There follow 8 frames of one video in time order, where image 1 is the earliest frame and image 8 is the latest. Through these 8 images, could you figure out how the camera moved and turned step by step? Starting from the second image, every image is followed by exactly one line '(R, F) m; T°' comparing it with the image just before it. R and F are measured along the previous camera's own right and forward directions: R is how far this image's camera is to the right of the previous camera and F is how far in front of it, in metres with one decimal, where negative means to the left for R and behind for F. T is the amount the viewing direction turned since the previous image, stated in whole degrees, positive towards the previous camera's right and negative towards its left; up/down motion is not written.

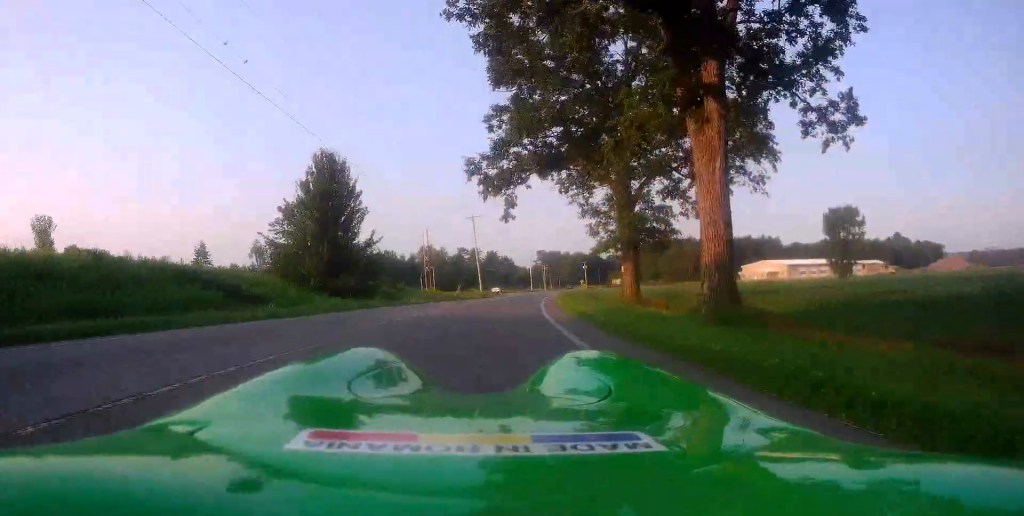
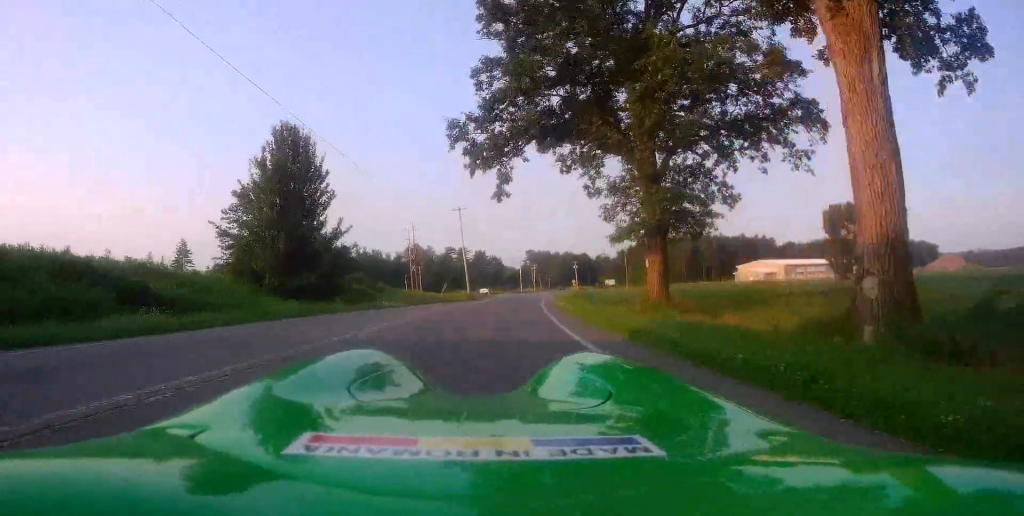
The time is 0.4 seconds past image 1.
(0.0, +6.3) m; +1°
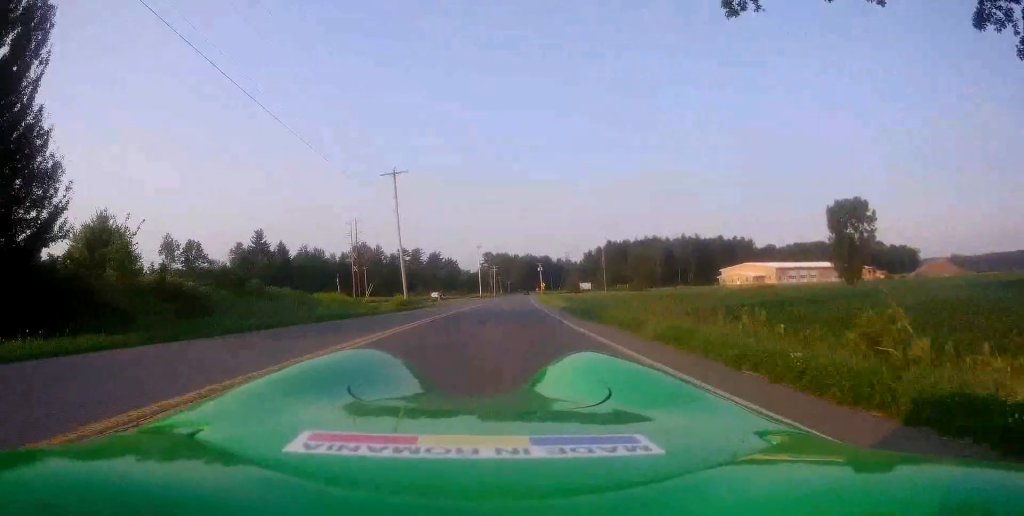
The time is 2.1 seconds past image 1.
(+1.1, +25.1) m; +4°
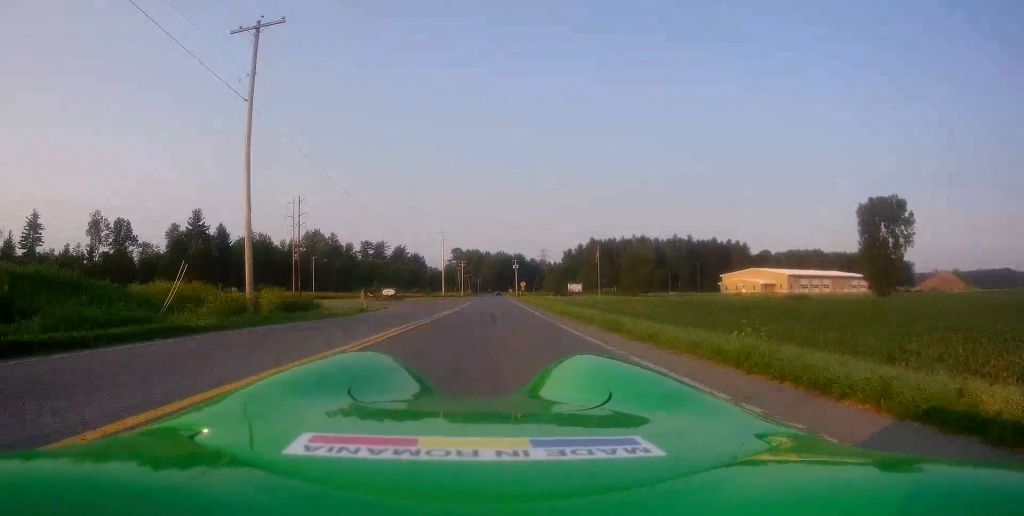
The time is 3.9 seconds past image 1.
(+0.6, +27.8) m; +3°
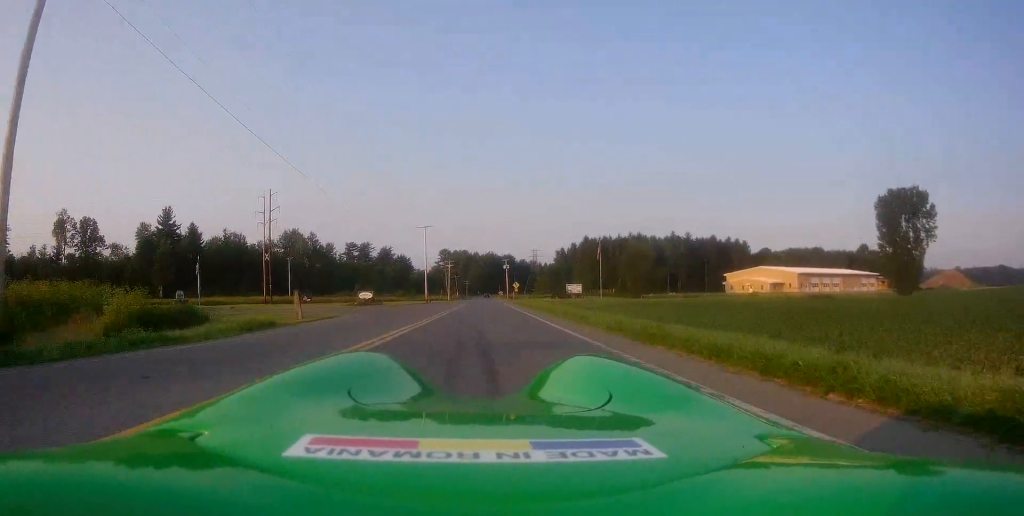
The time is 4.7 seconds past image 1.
(+0.1, +12.1) m; +1°
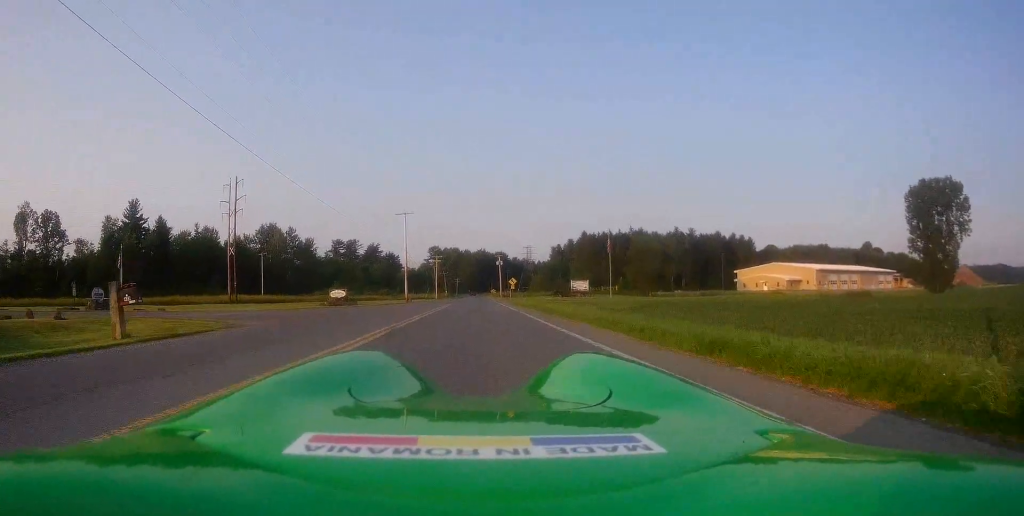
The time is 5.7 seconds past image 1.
(+0.2, +14.7) m; 0°
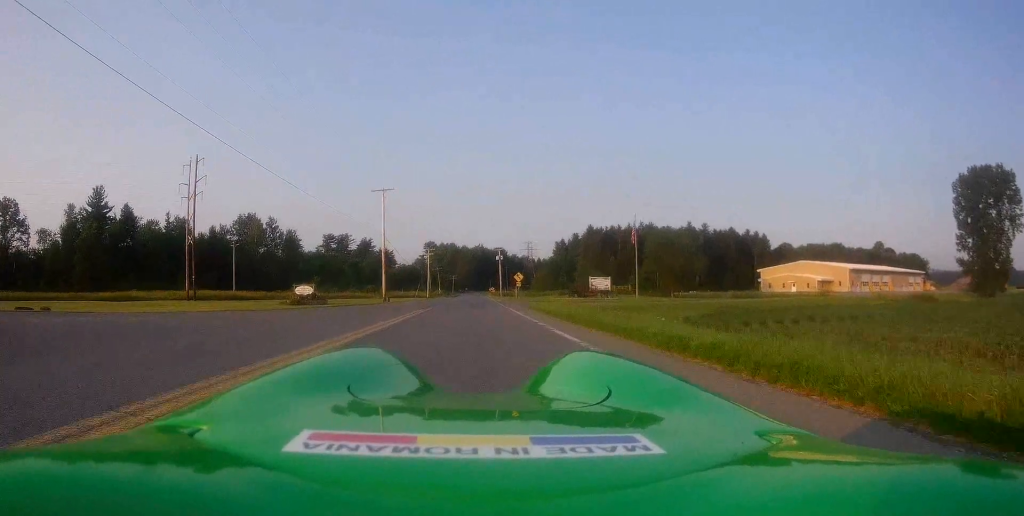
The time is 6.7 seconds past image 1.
(-0.1, +15.9) m; 0°
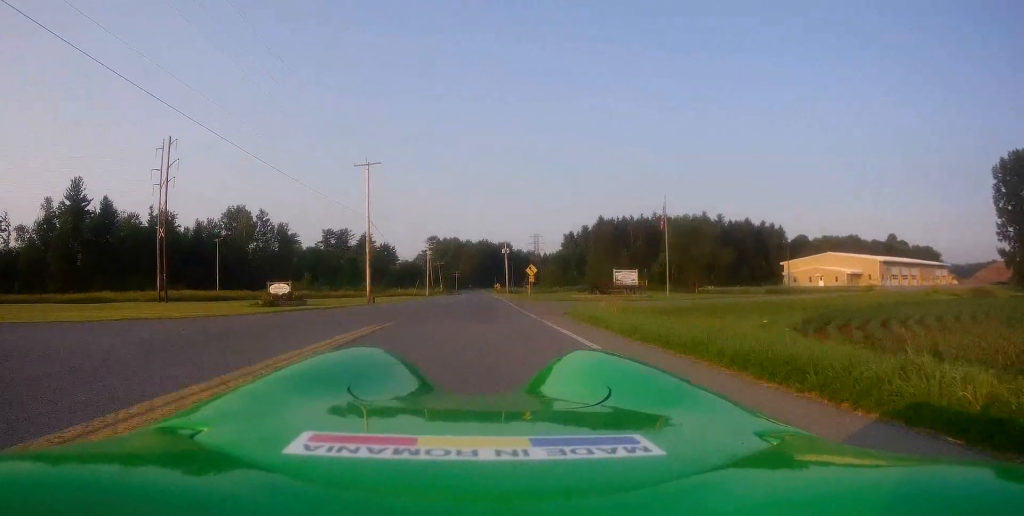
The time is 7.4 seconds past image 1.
(-0.2, +10.8) m; 0°
